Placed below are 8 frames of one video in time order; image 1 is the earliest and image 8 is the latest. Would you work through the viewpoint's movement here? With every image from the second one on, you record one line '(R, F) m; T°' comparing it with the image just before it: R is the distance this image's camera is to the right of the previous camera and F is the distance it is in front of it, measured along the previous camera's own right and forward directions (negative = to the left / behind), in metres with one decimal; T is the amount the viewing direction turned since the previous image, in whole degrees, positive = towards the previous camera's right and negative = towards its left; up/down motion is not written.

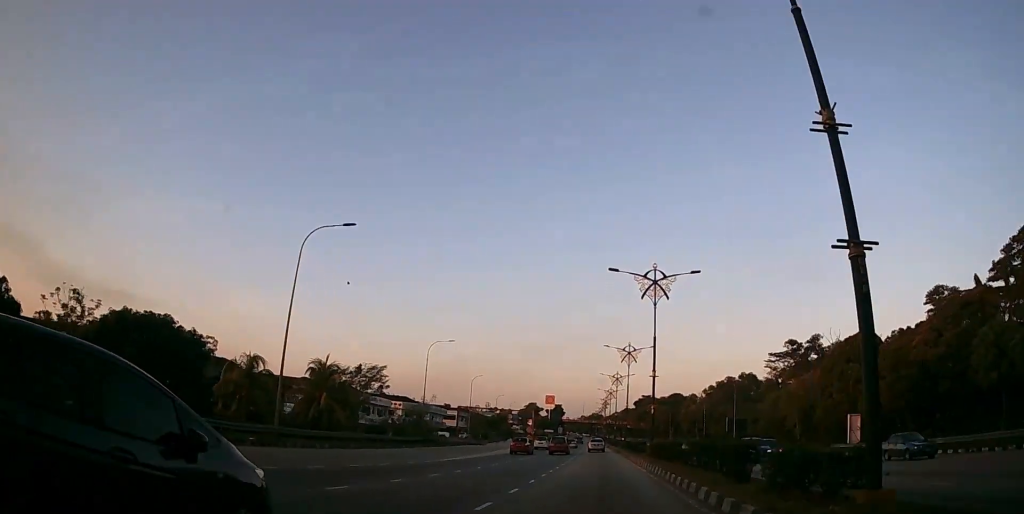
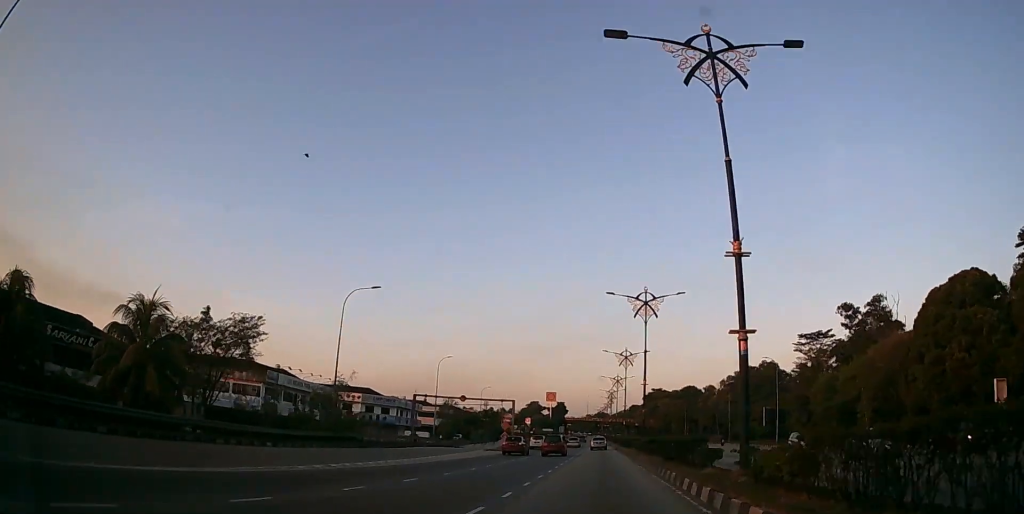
(-0.1, +22.9) m; -1°
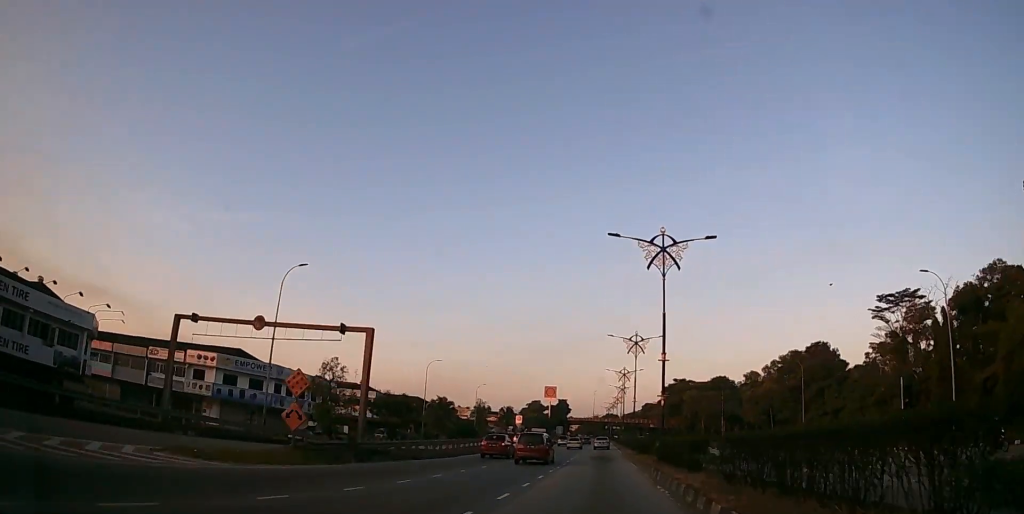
(-0.5, +43.1) m; -1°
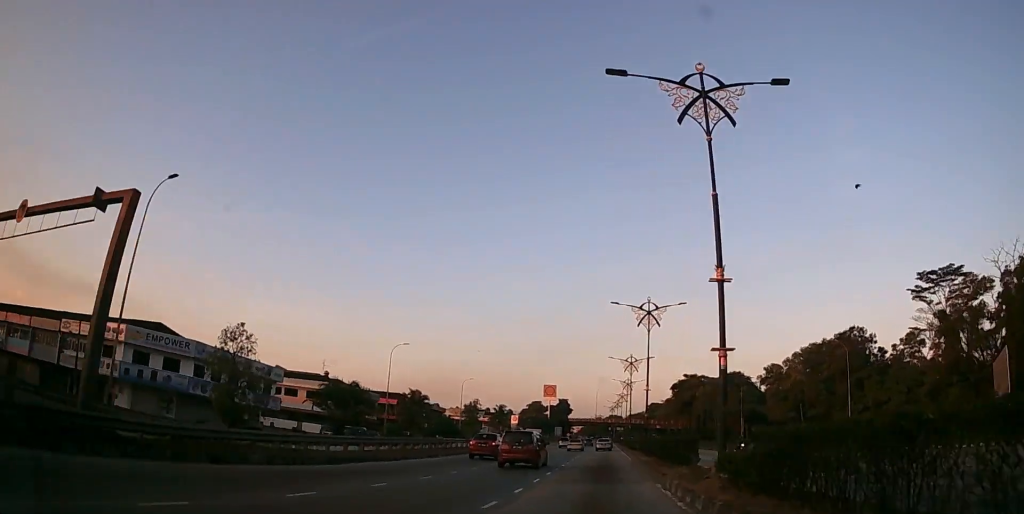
(0.0, +15.3) m; 0°
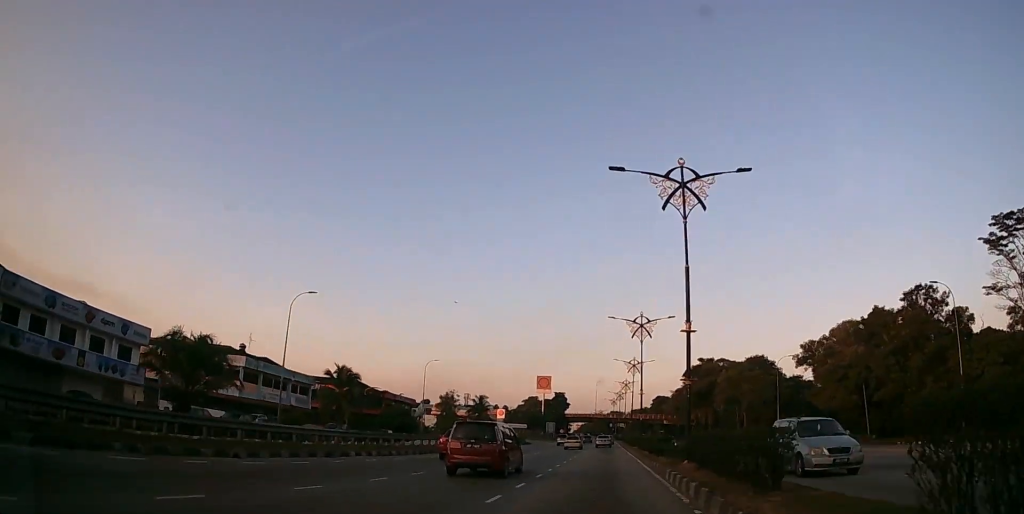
(-0.1, +23.7) m; 0°
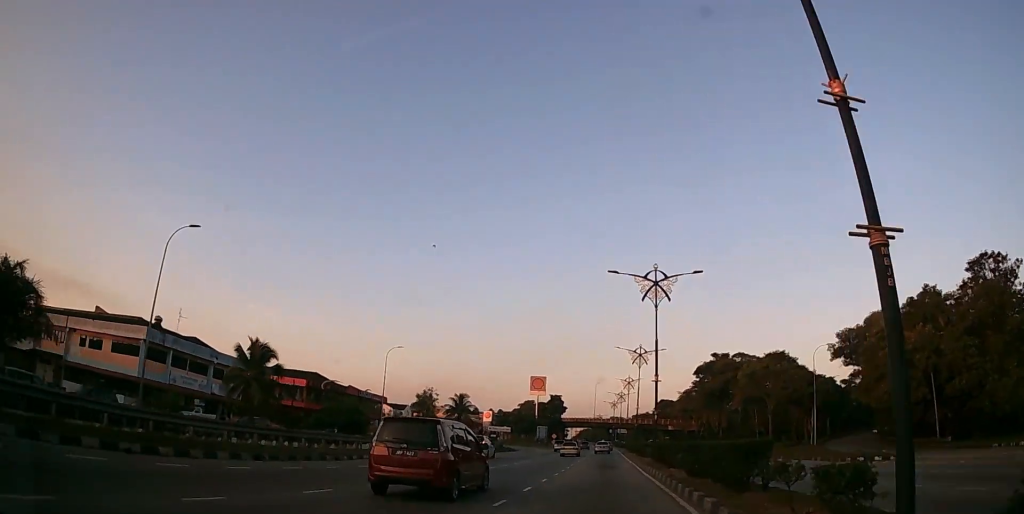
(0.0, +16.4) m; 0°
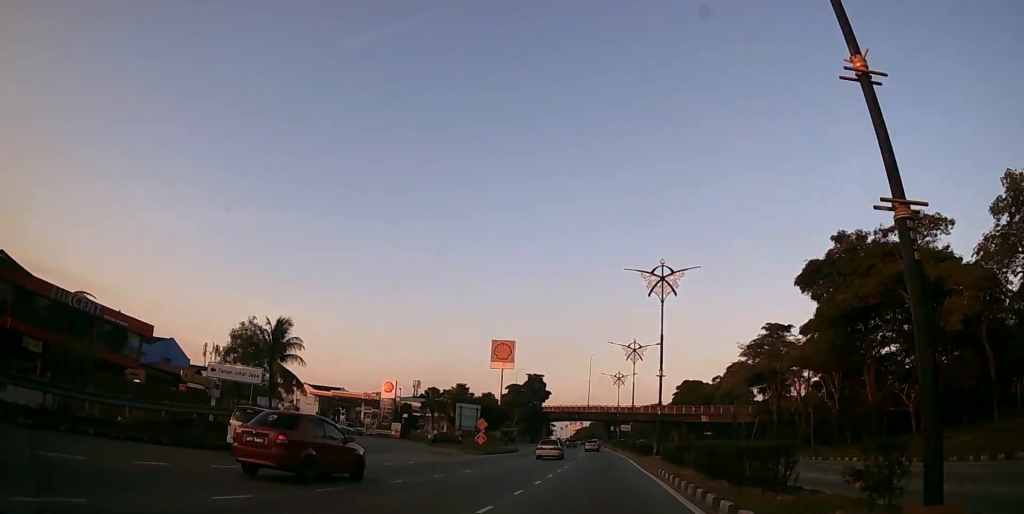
(+0.2, +61.6) m; 0°
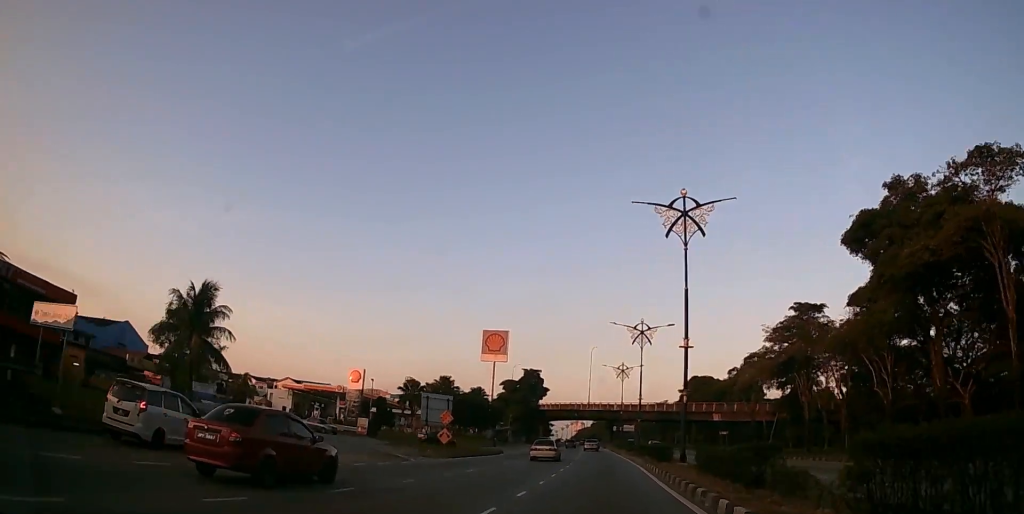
(0.0, +10.7) m; 0°
